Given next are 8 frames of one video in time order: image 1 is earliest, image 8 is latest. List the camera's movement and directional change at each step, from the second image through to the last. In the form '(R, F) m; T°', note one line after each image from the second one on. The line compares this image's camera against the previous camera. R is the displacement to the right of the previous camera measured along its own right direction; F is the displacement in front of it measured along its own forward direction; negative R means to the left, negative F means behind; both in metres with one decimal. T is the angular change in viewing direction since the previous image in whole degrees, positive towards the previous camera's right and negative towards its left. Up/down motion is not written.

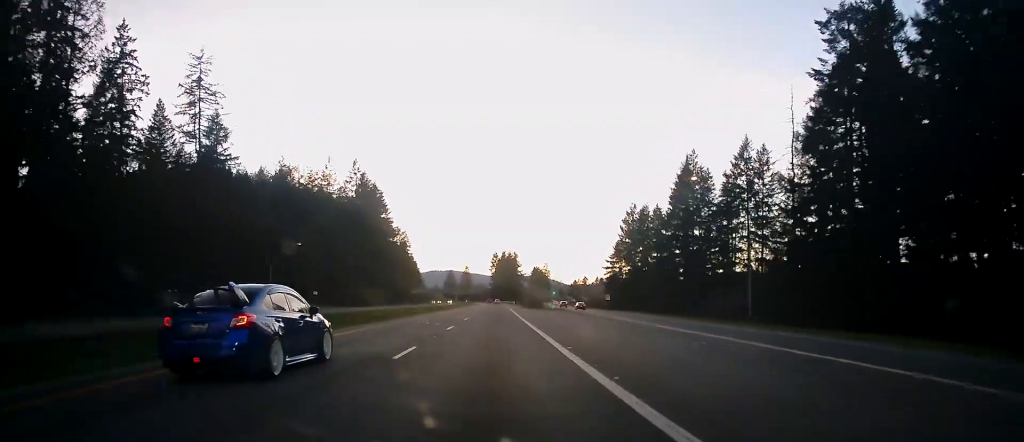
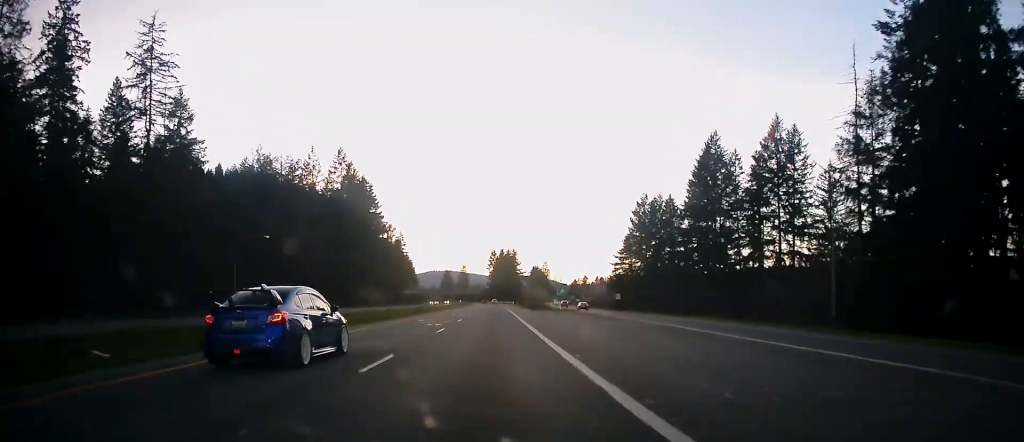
(+0.2, +14.6) m; 0°
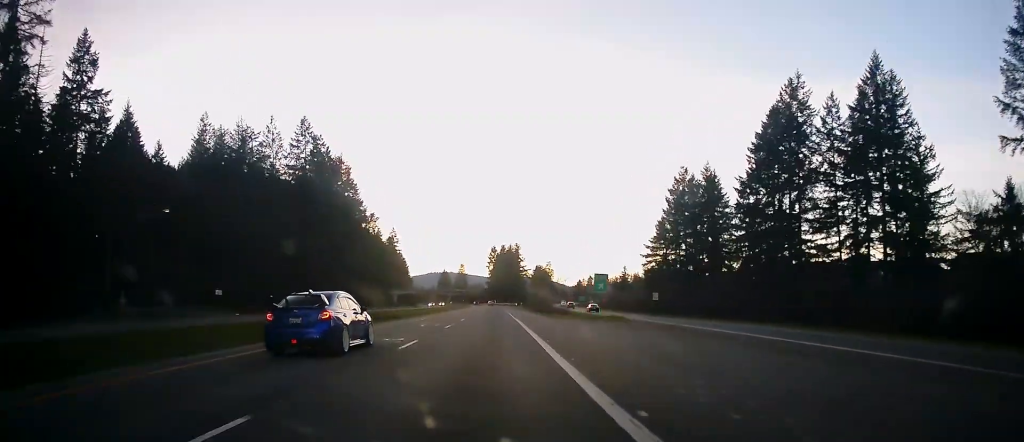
(+0.1, +31.3) m; 0°
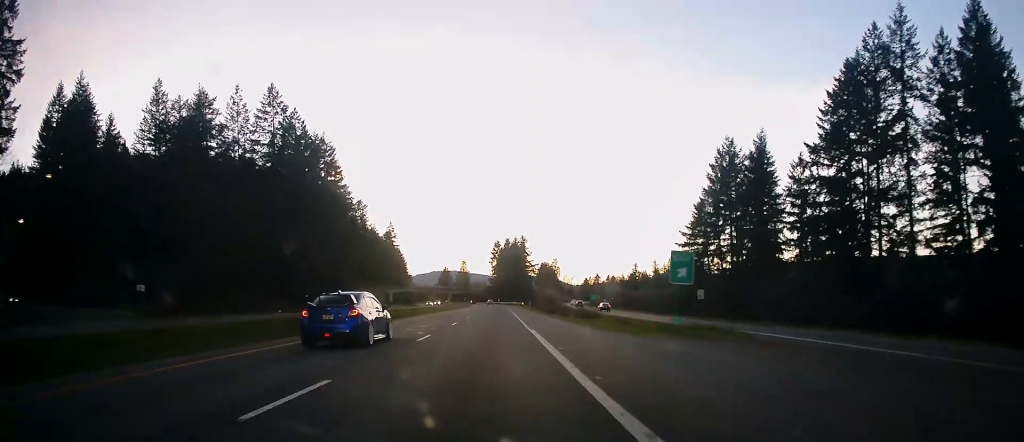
(-0.1, +21.6) m; 0°
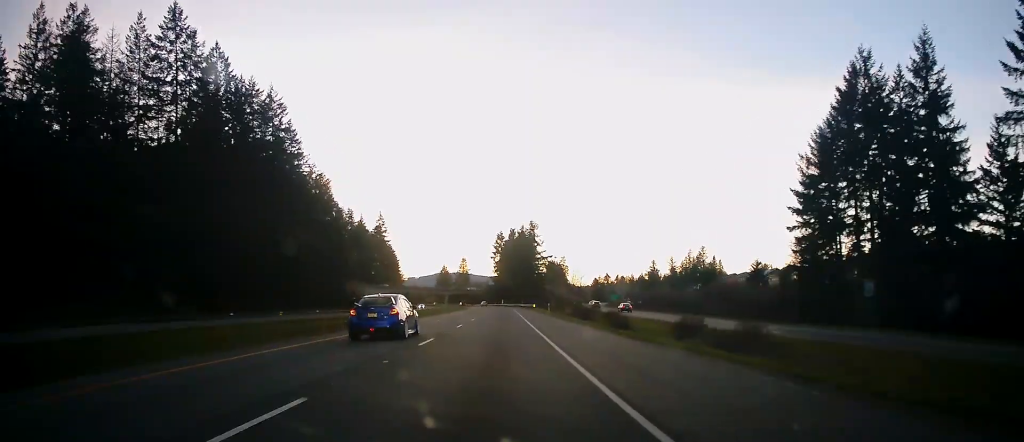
(-0.4, +38.3) m; -1°
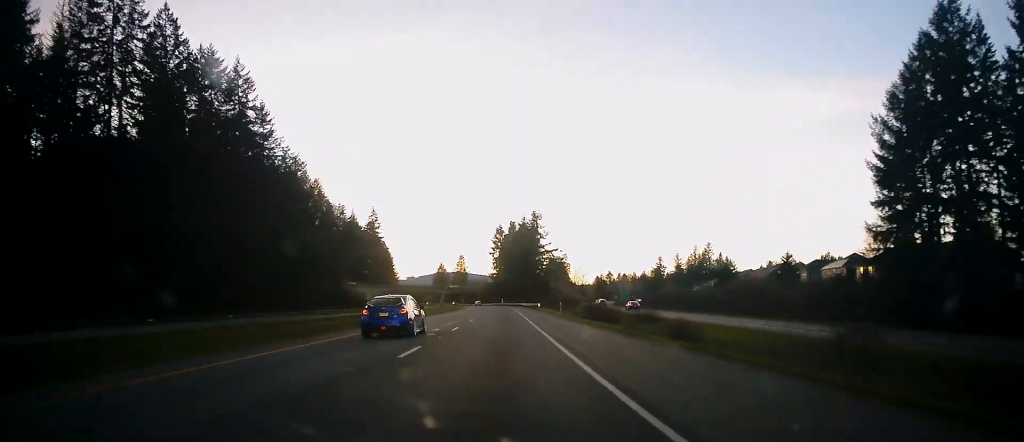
(-0.1, +15.8) m; 0°
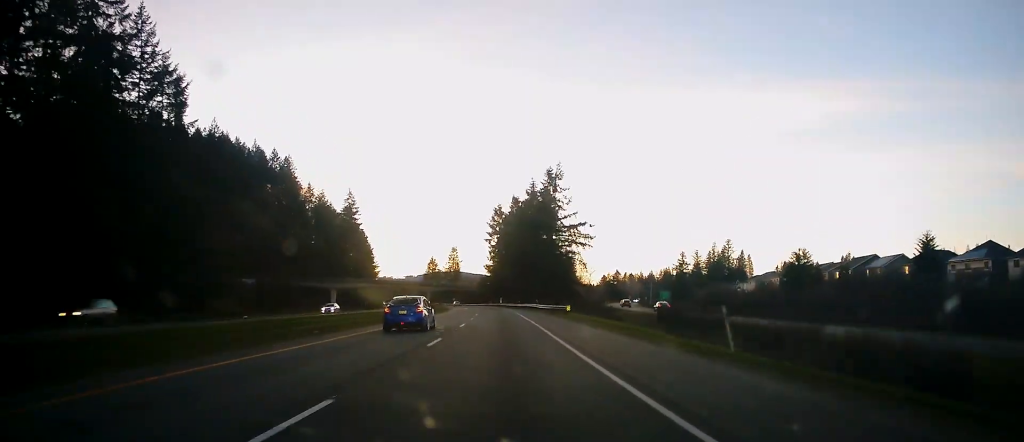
(+0.1, +45.5) m; 0°
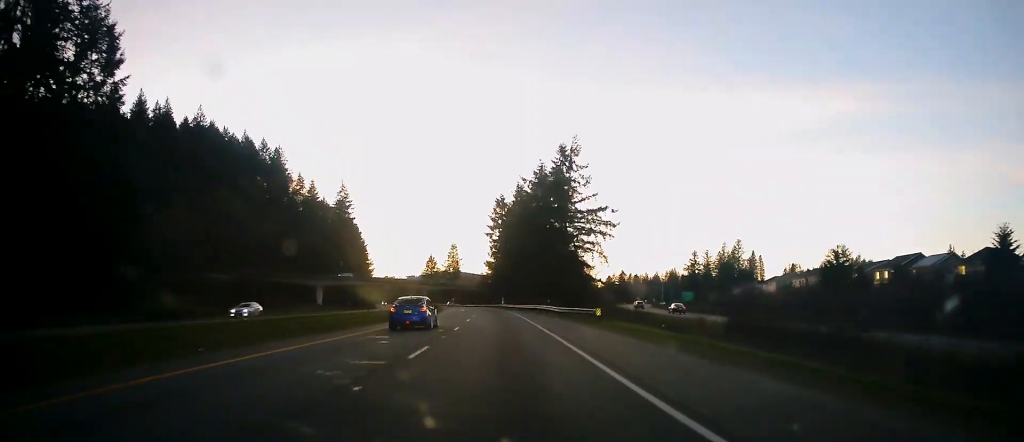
(-0.1, +15.9) m; 0°
